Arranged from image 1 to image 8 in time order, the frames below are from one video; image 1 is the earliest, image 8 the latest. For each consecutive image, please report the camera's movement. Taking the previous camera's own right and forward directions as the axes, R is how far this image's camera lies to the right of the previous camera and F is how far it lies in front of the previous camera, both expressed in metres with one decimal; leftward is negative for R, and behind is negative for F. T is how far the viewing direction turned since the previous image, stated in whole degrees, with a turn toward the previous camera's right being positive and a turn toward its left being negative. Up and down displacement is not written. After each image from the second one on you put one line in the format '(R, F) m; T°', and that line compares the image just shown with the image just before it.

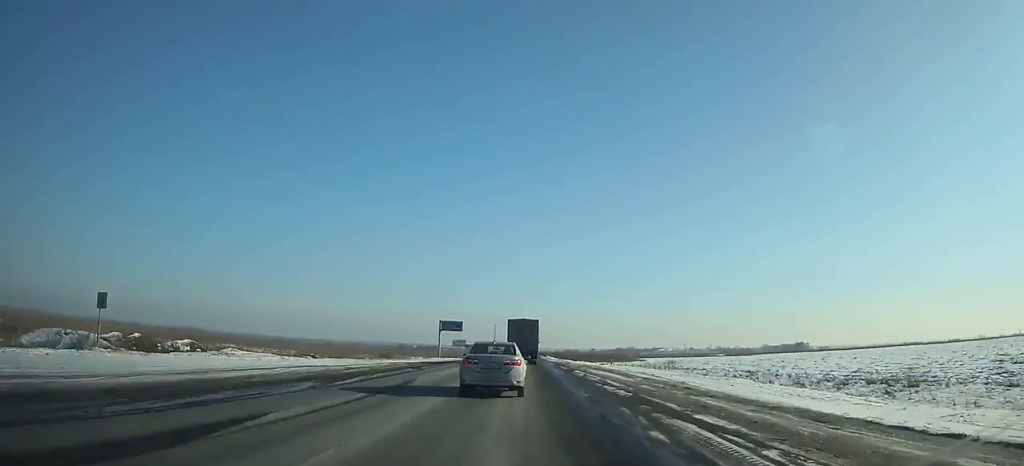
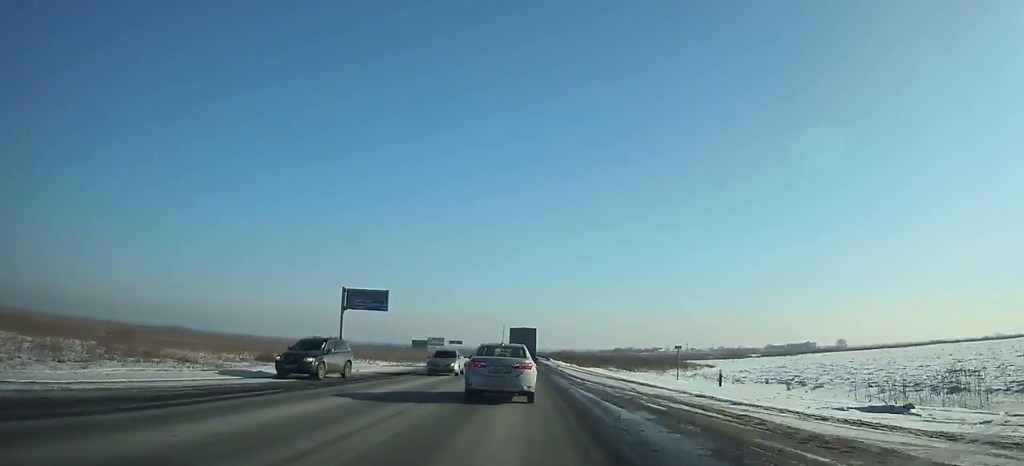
(+0.3, +54.7) m; 0°
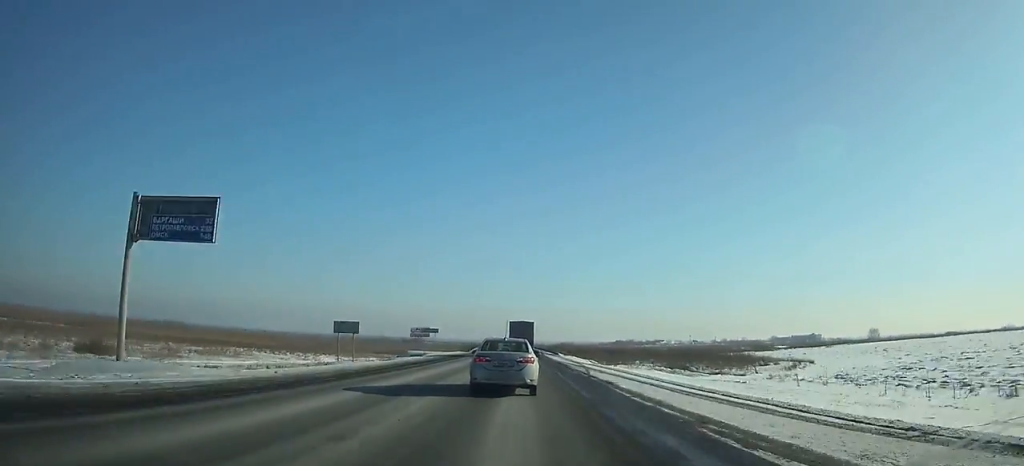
(0.0, +30.4) m; 0°
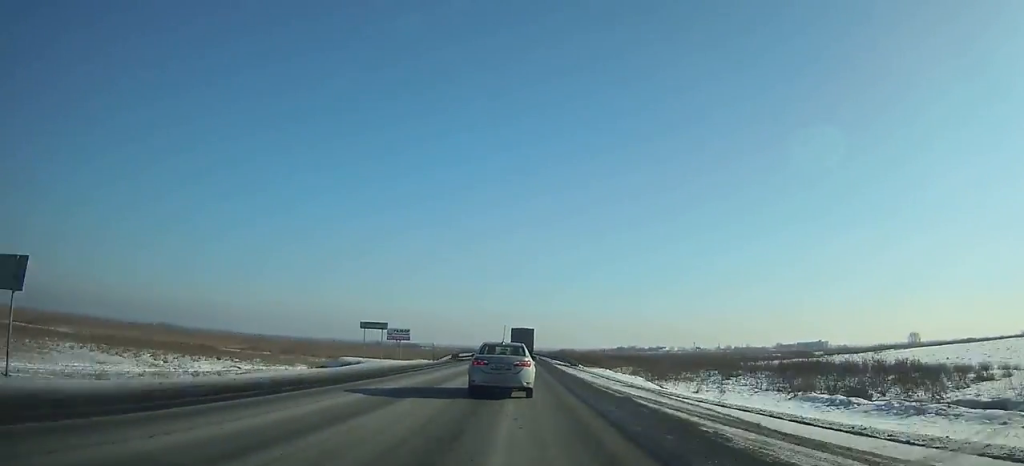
(-0.1, +30.7) m; 0°
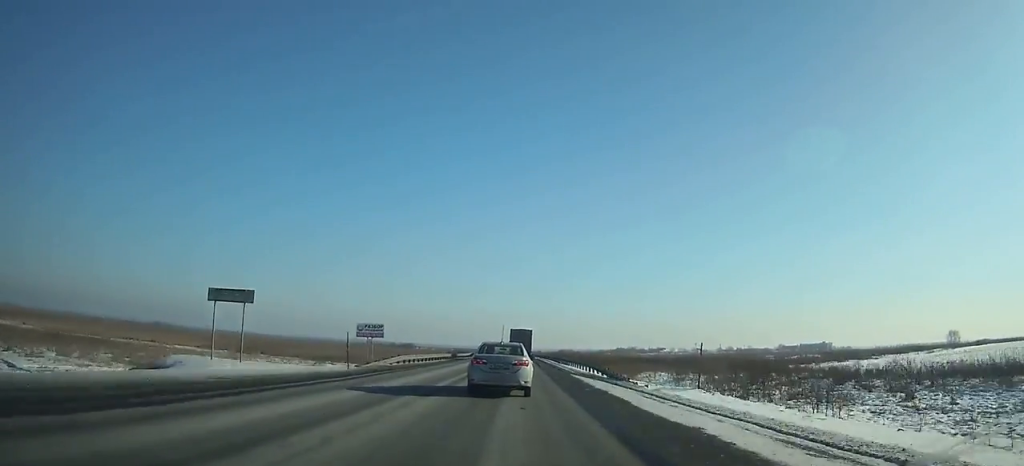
(+0.1, +26.1) m; 0°
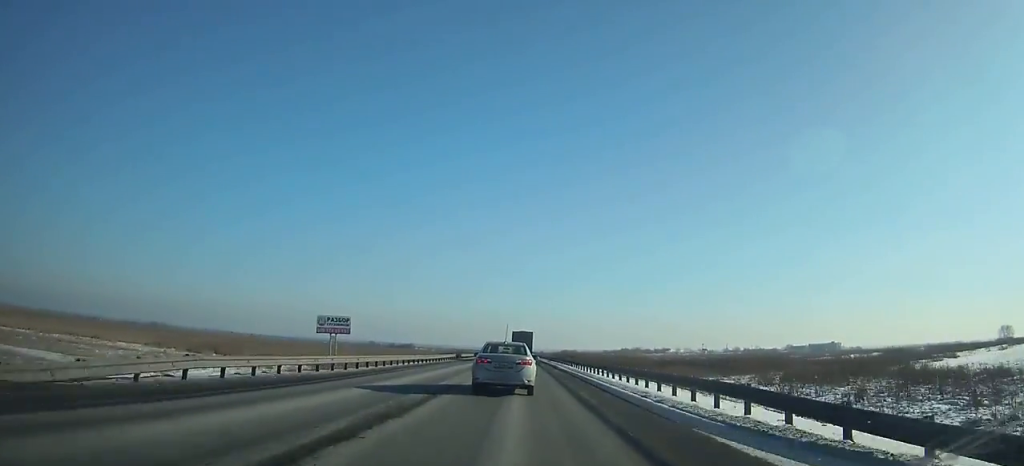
(+0.1, +26.2) m; 0°
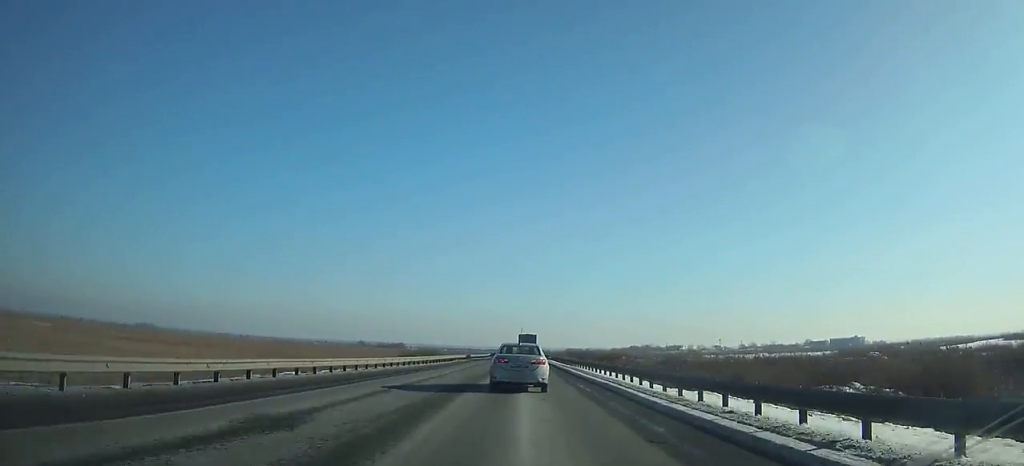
(-0.2, +79.1) m; 0°
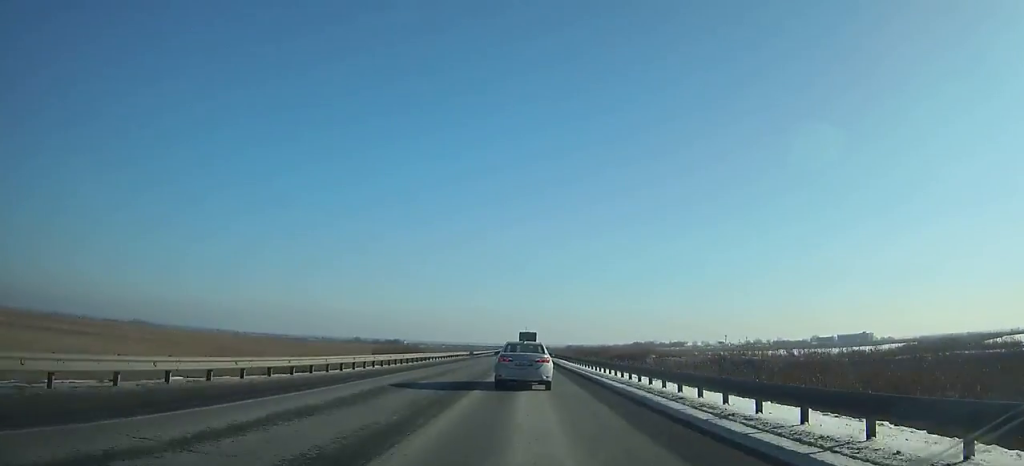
(0.0, +25.6) m; 0°
